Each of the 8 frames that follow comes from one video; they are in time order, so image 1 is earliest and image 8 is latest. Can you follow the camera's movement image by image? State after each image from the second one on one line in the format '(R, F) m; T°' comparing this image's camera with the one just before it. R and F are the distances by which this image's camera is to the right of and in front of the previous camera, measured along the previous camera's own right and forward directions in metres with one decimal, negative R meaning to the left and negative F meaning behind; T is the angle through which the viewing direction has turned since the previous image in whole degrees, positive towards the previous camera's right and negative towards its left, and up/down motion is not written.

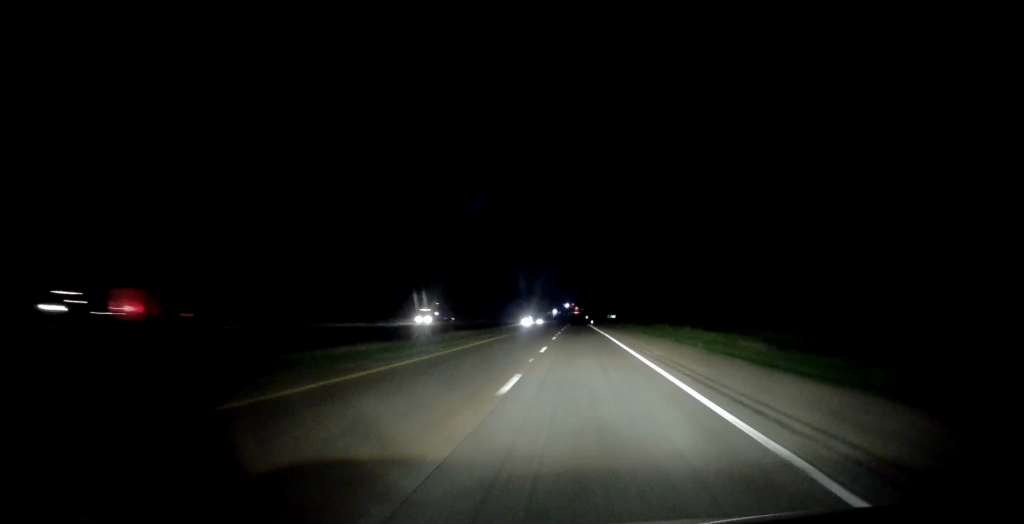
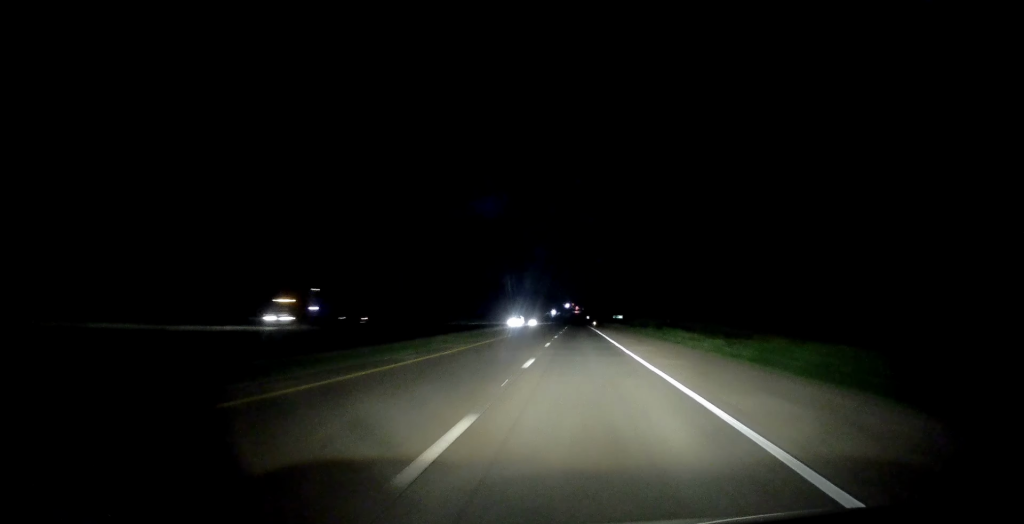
(0.0, +30.7) m; +1°
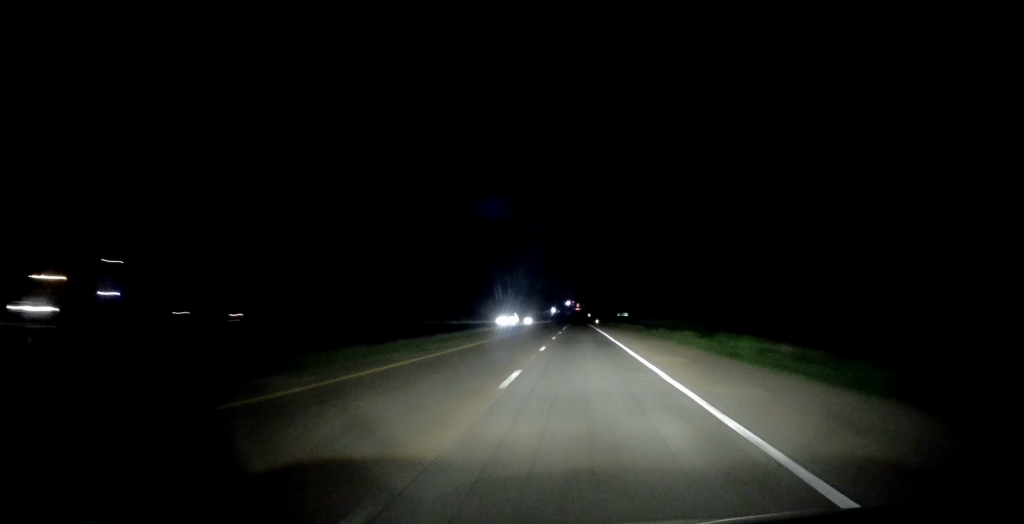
(-0.1, +17.0) m; 0°
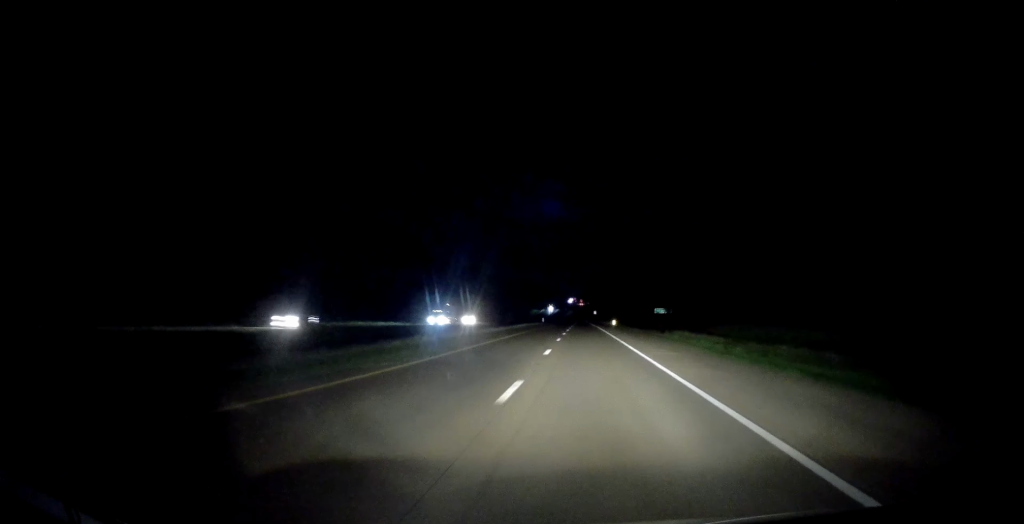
(-0.5, +75.1) m; -1°
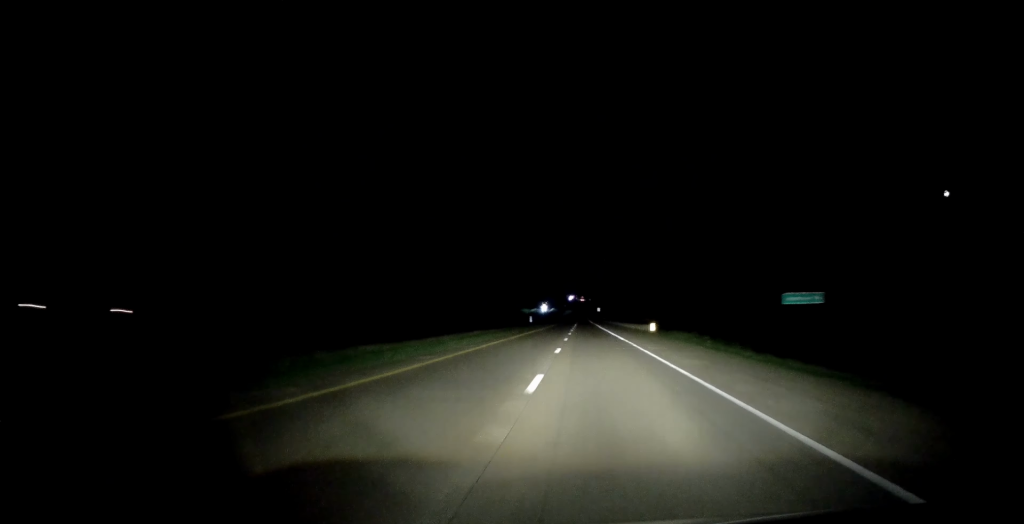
(+0.3, +60.7) m; -1°
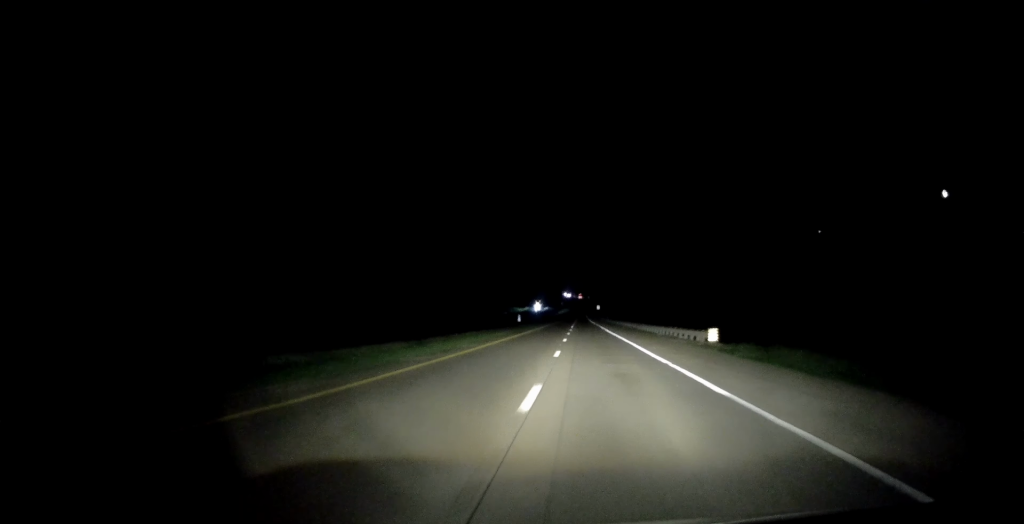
(-0.4, +26.4) m; 0°
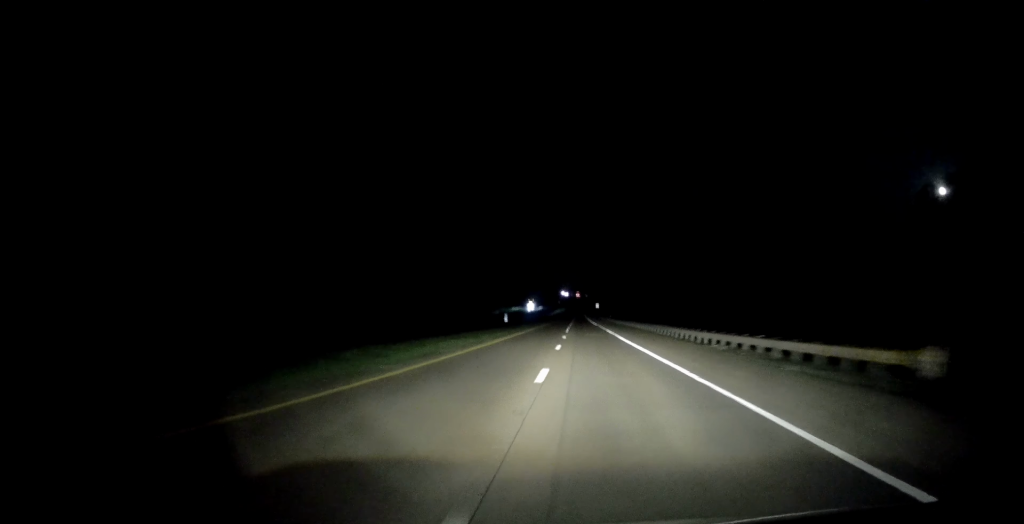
(+0.1, +20.6) m; 0°
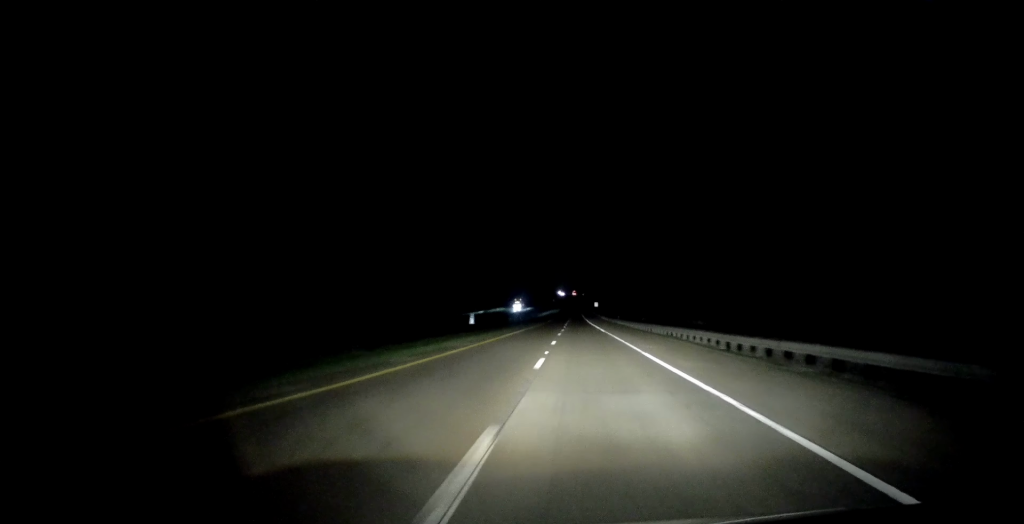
(+0.2, +33.1) m; 0°
